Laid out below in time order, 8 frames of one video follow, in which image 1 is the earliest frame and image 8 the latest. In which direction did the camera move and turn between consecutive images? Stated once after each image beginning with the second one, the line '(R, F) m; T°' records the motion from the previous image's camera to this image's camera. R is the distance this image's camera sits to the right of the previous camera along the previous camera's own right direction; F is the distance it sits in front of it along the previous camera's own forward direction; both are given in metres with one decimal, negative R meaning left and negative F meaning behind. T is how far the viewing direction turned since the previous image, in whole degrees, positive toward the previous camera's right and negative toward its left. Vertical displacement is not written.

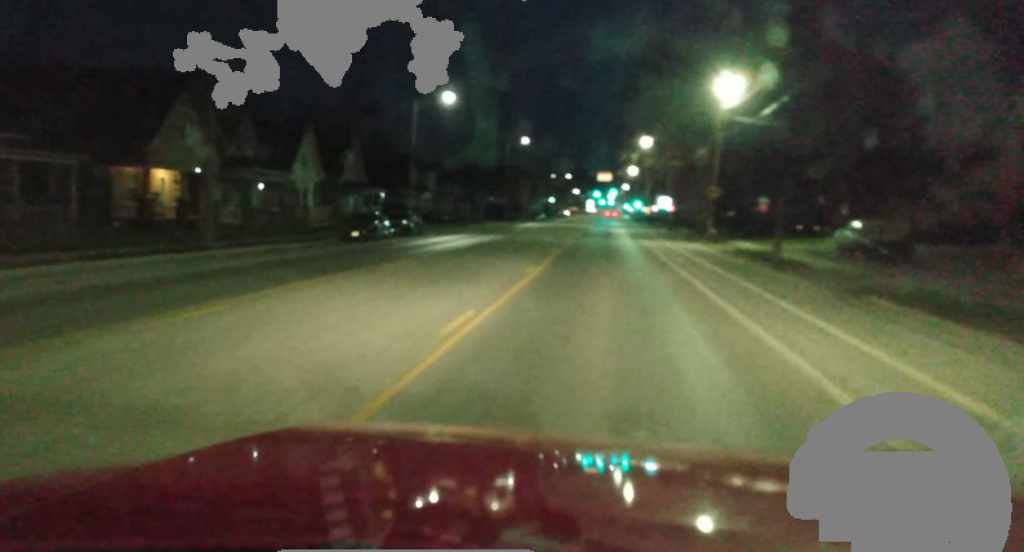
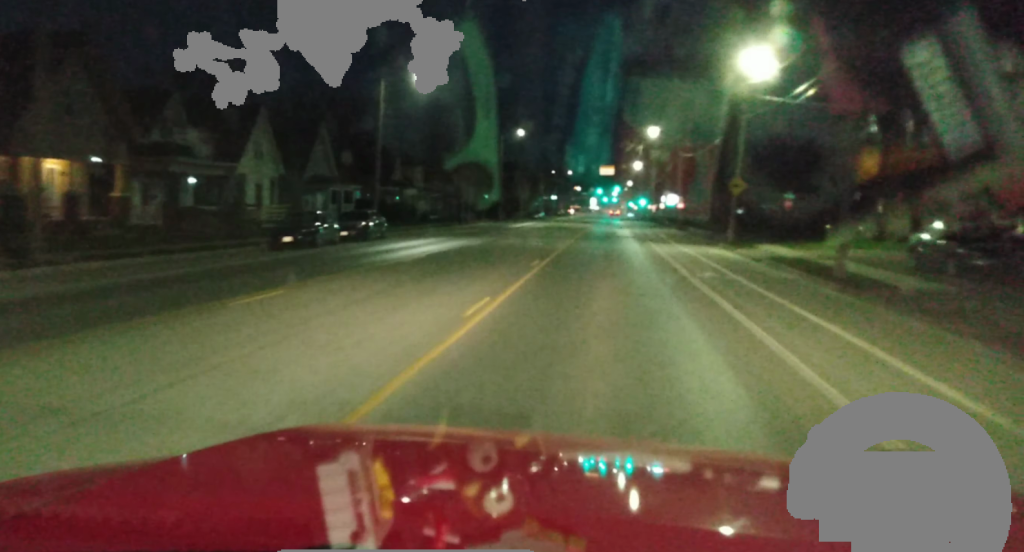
(-0.1, +9.4) m; -1°
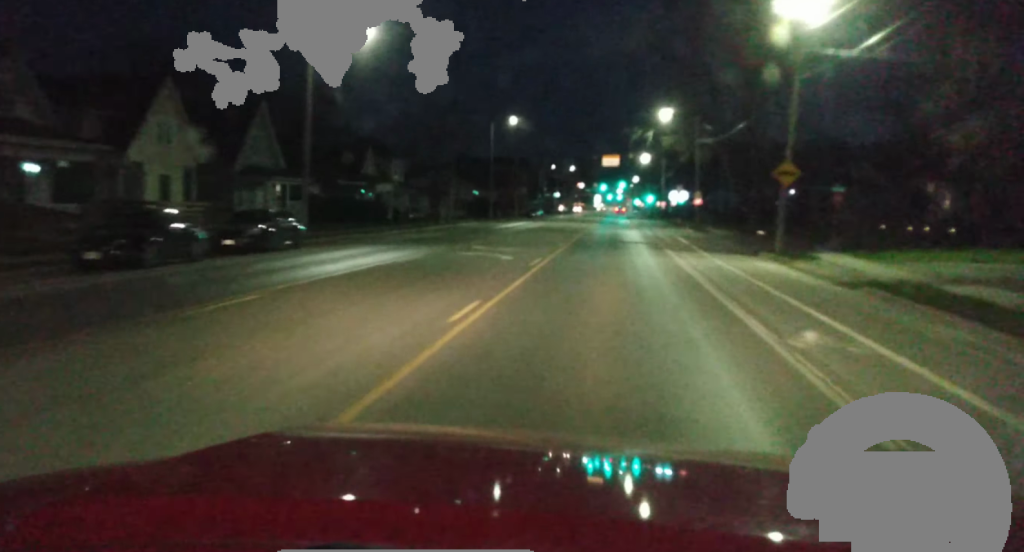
(+0.1, +13.2) m; -2°
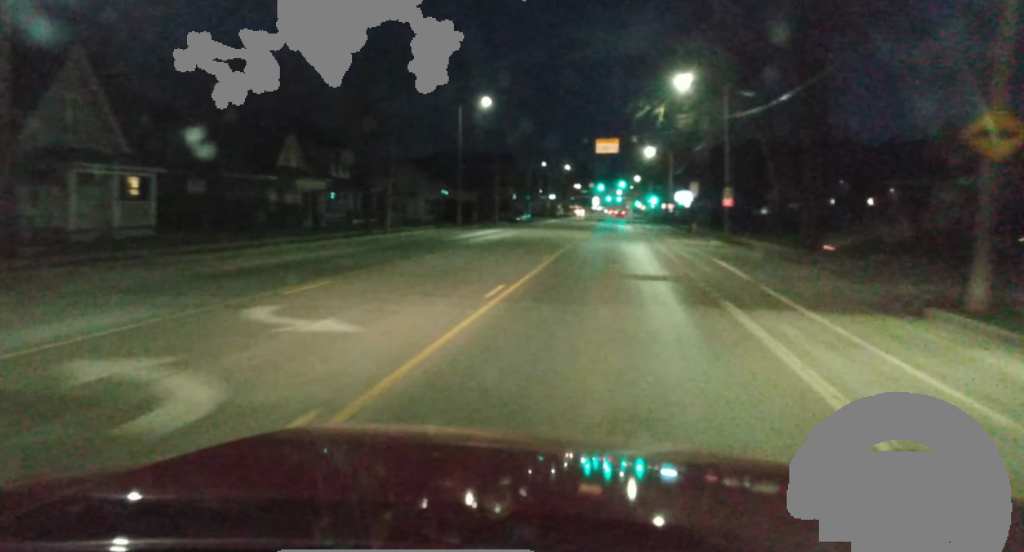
(-0.7, +20.9) m; -2°
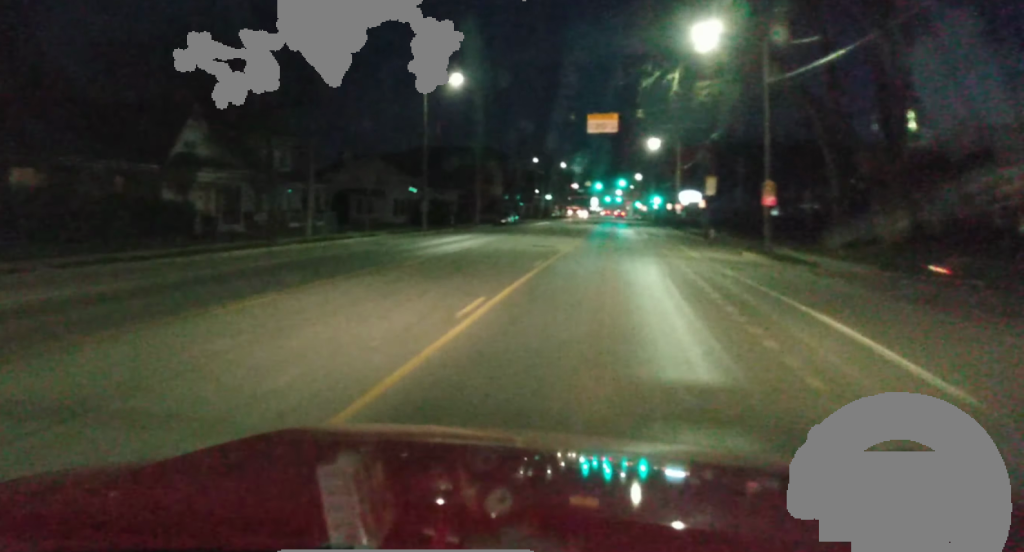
(0.0, +14.1) m; +1°
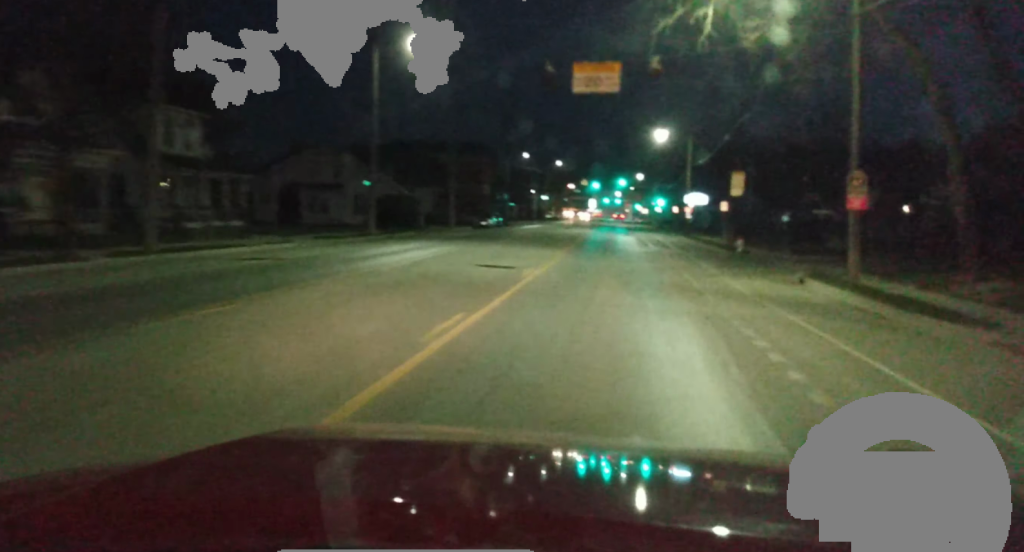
(+0.3, +14.3) m; +1°
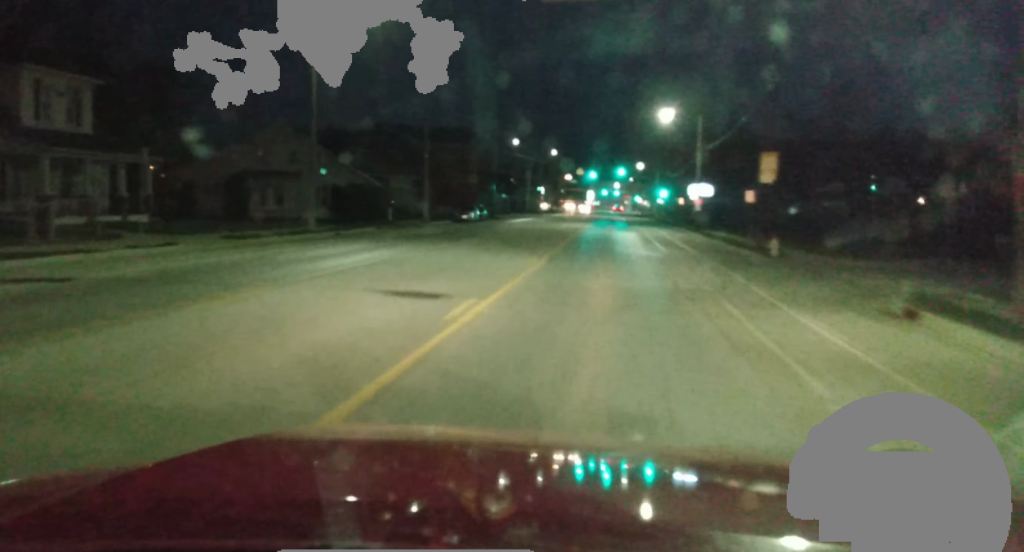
(+0.1, +10.5) m; 0°
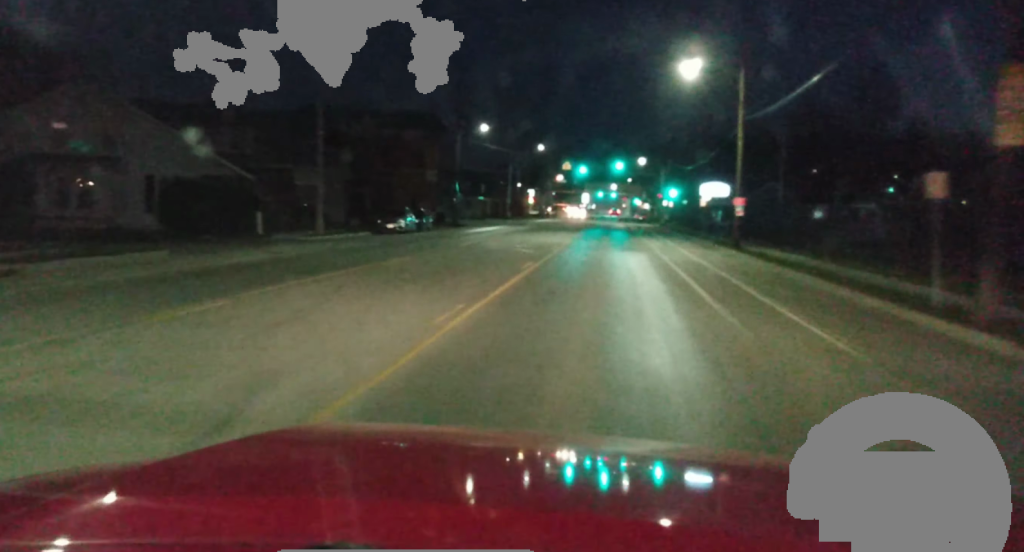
(0.0, +24.9) m; 0°
